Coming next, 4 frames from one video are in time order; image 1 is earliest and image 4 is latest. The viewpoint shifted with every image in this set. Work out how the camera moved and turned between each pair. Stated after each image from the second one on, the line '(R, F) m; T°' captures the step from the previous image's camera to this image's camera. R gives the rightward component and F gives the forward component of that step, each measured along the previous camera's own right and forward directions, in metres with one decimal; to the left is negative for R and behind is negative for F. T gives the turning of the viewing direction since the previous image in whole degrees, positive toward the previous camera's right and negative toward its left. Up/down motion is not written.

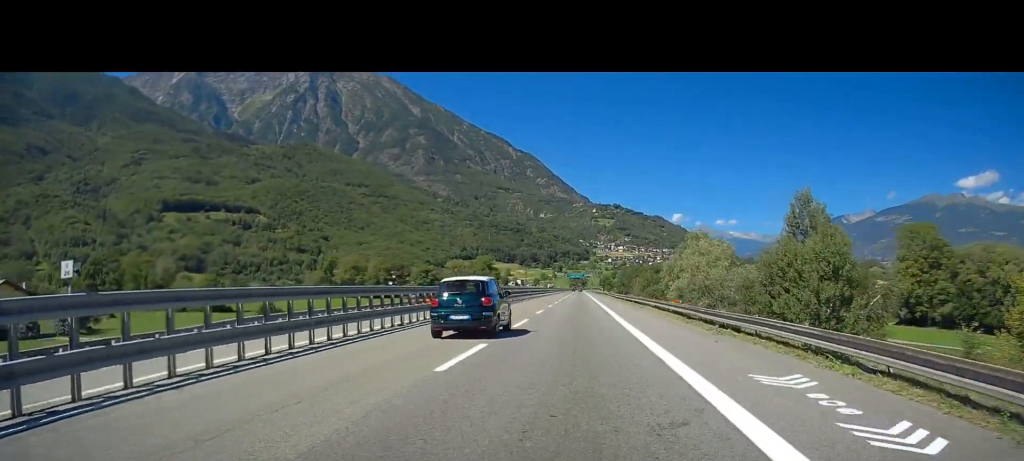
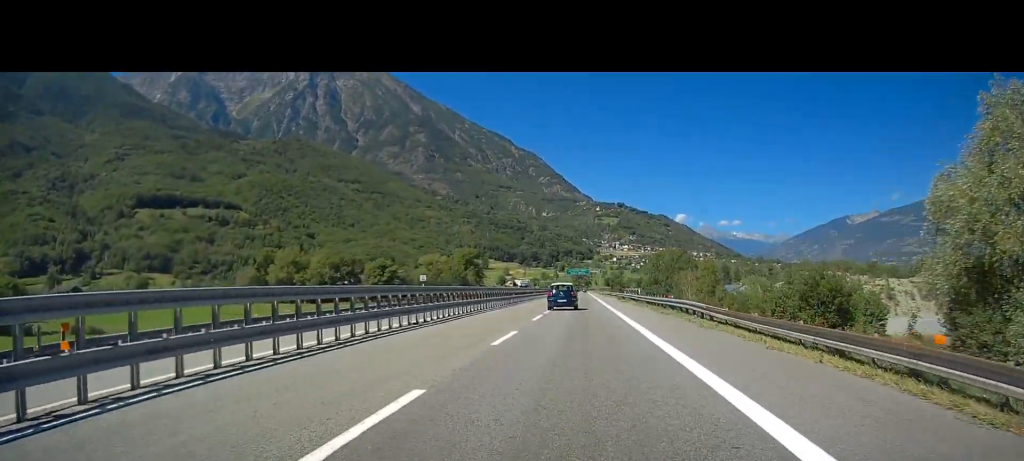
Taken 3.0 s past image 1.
(-0.1, +69.3) m; 0°
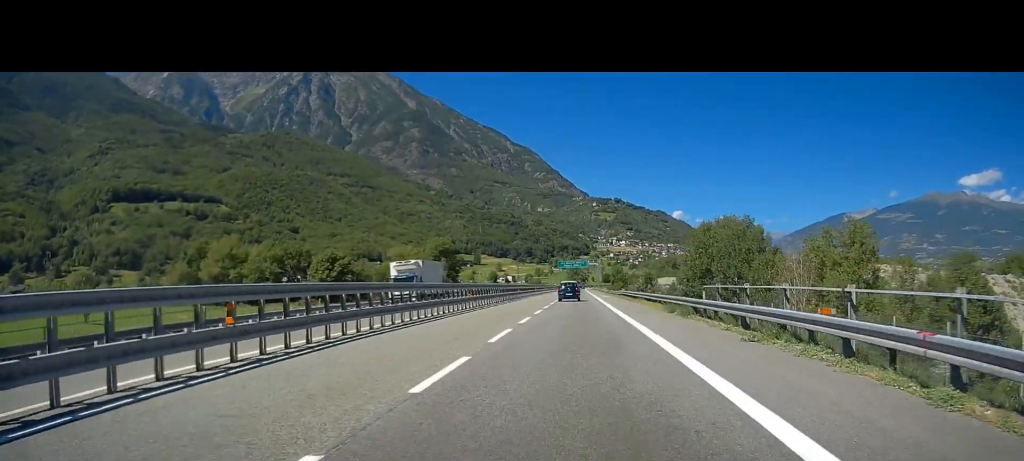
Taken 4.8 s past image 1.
(-0.3, +44.3) m; 0°
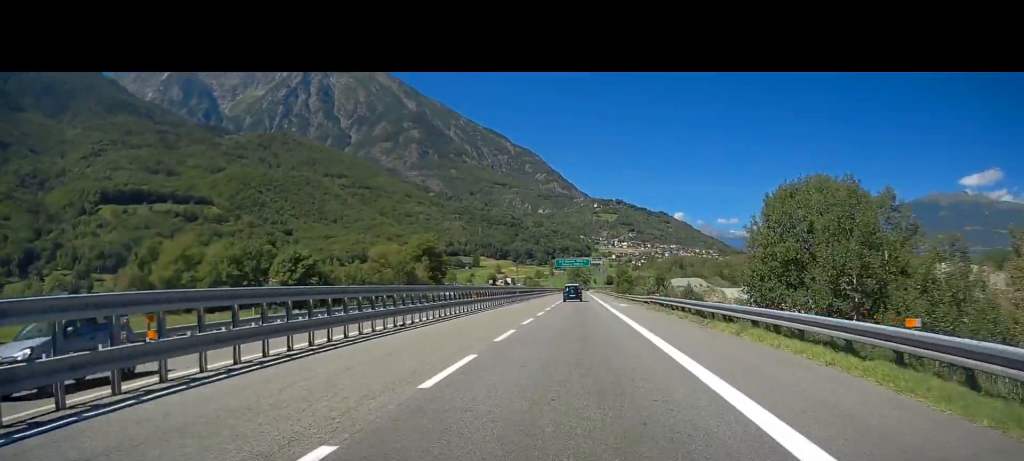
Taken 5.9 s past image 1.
(+0.1, +28.6) m; 0°
